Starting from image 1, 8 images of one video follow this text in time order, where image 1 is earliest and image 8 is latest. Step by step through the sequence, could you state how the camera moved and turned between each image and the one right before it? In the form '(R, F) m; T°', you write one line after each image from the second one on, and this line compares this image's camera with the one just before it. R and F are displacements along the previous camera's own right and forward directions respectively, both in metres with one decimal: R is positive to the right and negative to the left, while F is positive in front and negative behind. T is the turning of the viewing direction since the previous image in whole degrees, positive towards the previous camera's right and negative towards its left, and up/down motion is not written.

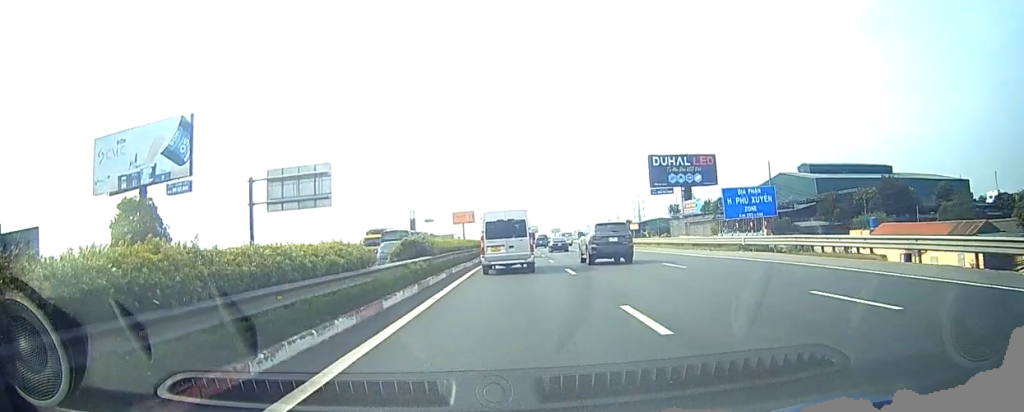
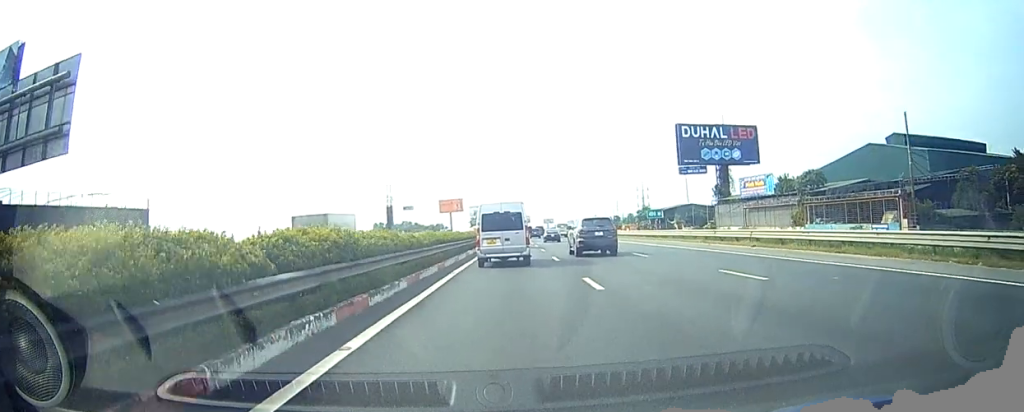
(0.0, +32.3) m; 0°
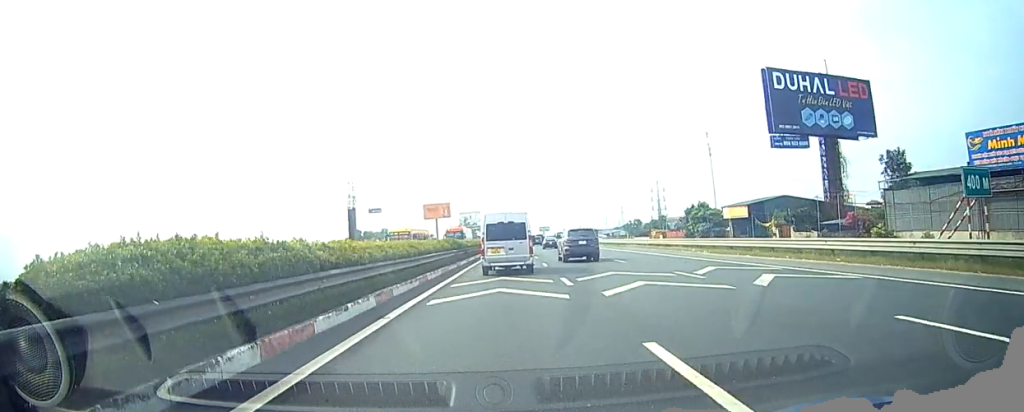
(+0.9, +48.0) m; +2°
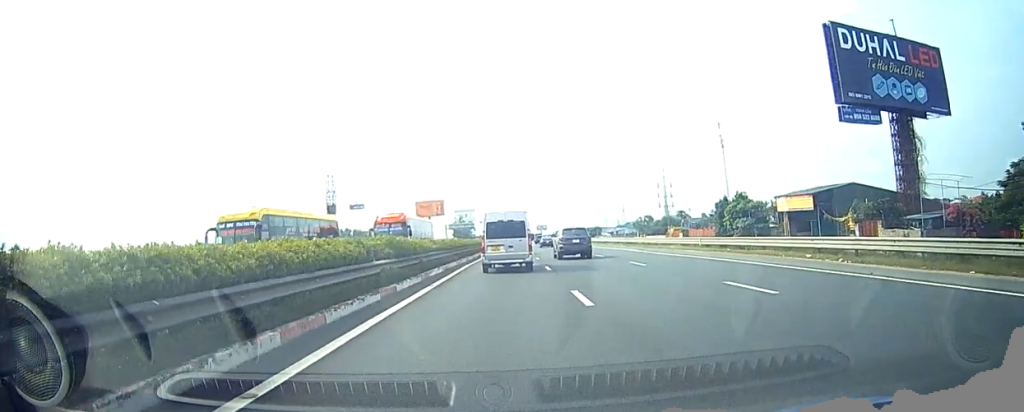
(-0.1, +17.8) m; 0°
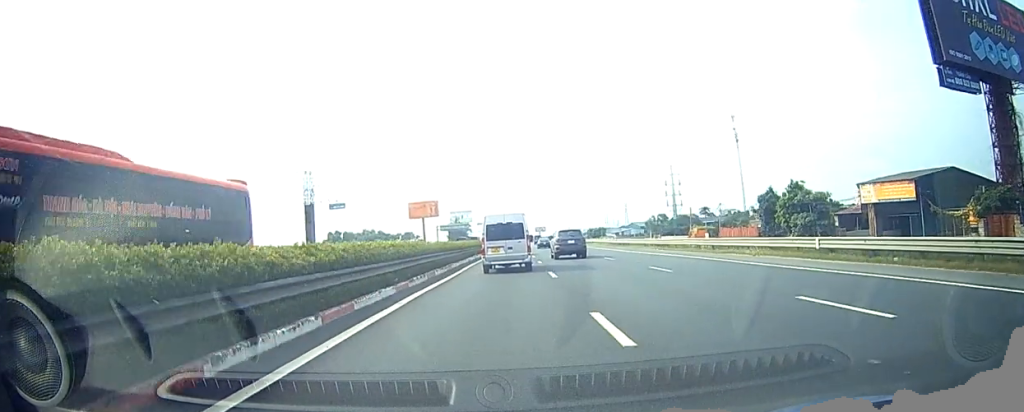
(0.0, +16.7) m; 0°
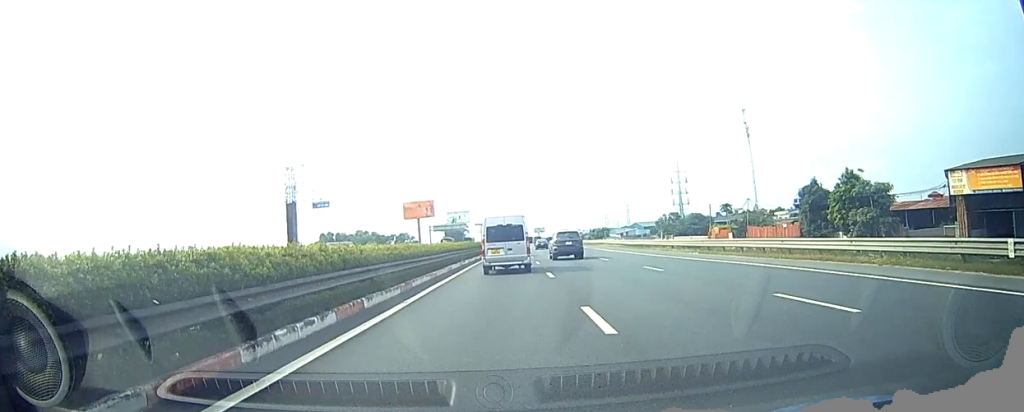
(0.0, +12.1) m; 0°
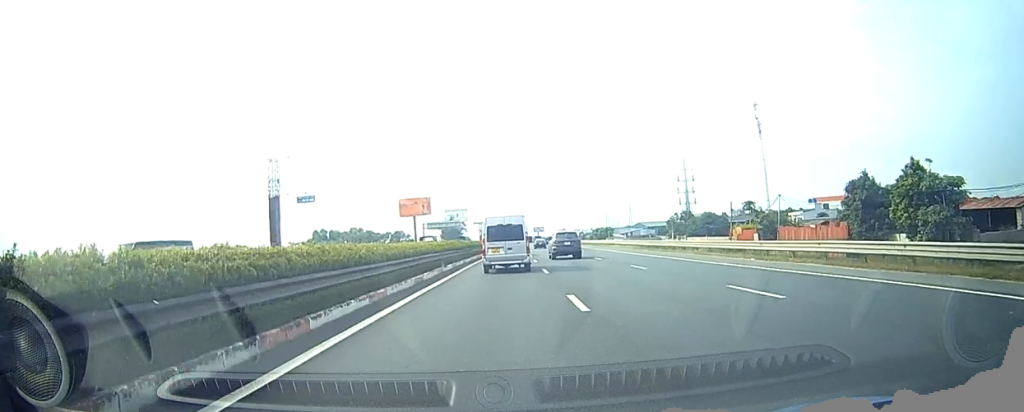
(0.0, +9.5) m; 0°
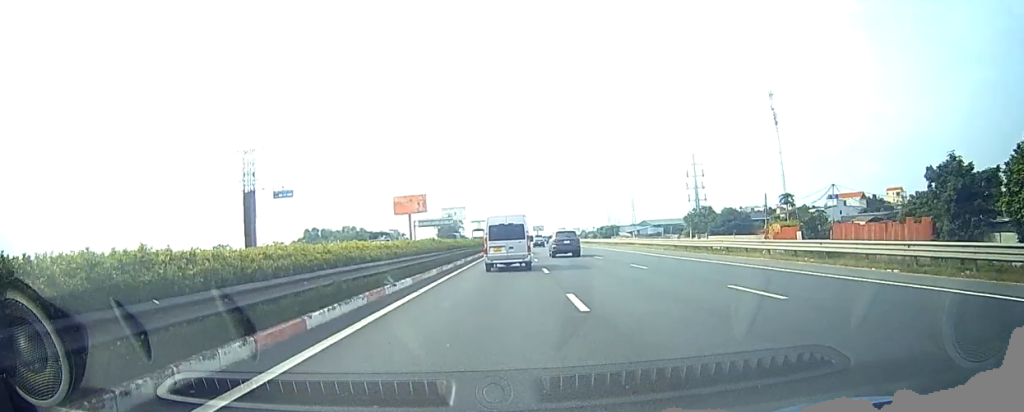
(0.0, +12.0) m; 0°
